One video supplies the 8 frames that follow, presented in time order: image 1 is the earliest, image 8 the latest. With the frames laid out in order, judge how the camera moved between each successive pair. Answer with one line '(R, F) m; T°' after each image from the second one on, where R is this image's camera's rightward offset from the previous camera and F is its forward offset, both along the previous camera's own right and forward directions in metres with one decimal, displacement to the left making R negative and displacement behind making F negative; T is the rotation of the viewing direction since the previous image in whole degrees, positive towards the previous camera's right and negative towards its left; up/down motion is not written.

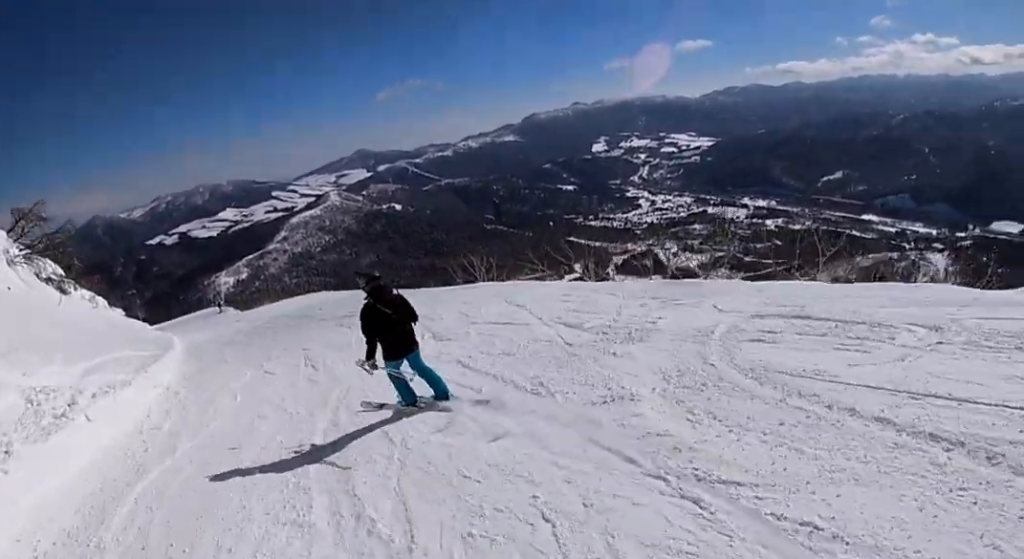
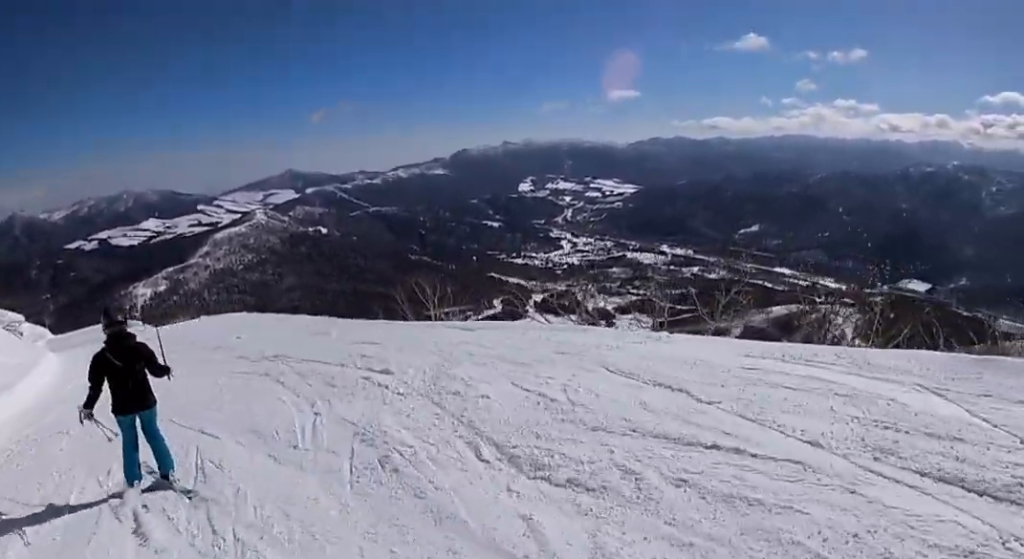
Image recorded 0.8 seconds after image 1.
(0.0, +6.8) m; -1°
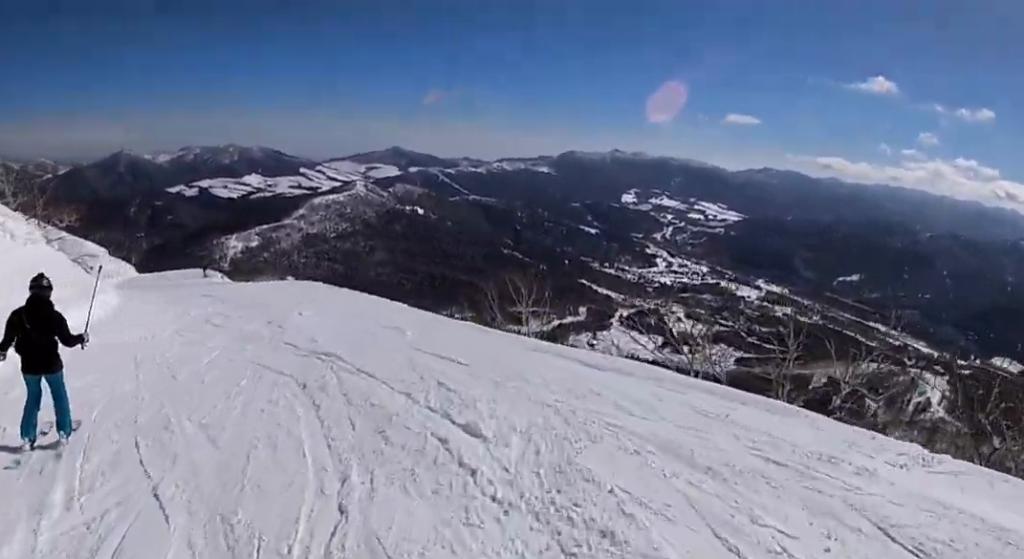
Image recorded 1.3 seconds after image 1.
(0.0, +3.4) m; 0°
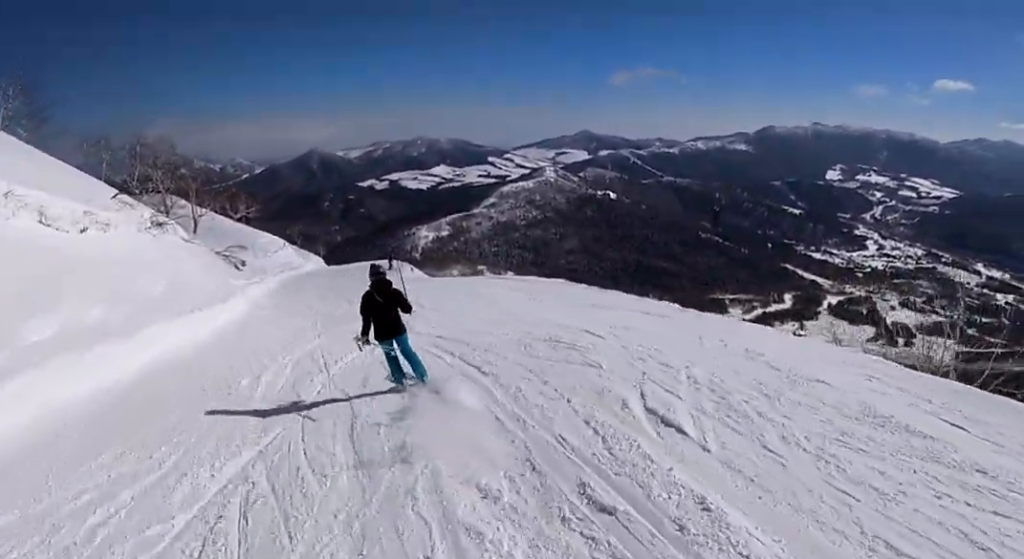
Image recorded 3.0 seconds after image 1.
(-2.1, +14.1) m; -9°
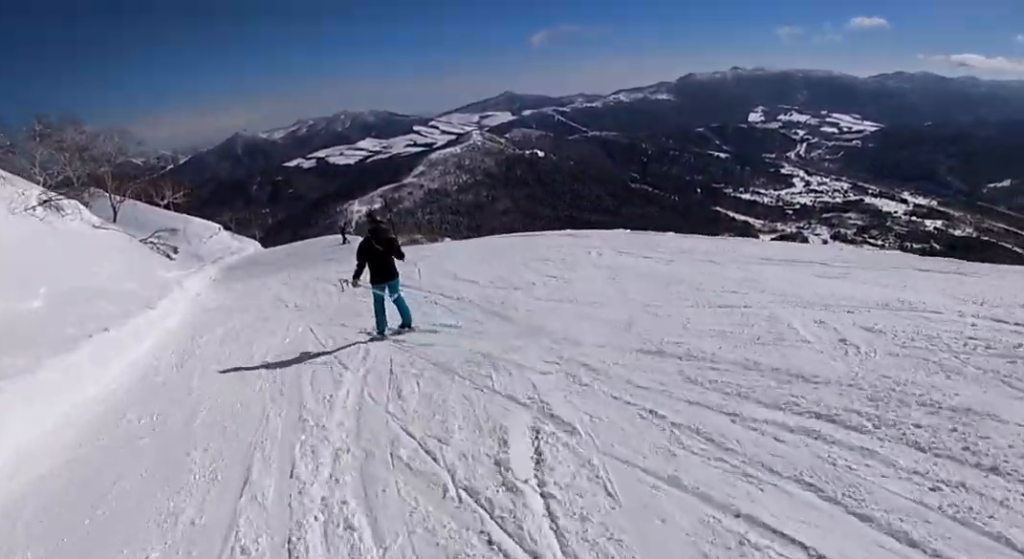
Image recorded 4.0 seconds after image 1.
(+0.6, +7.3) m; +7°
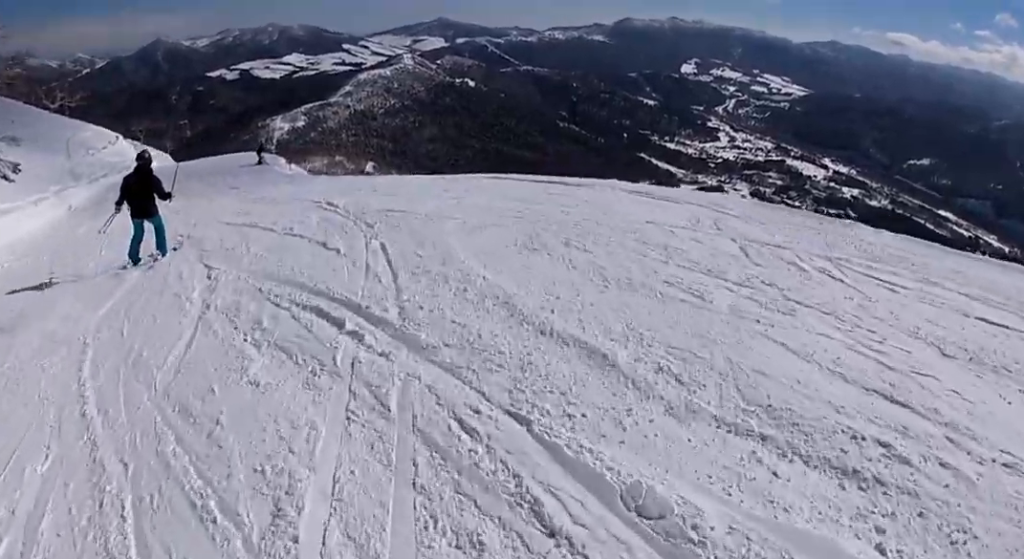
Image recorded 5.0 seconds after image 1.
(+0.5, +8.4) m; -5°
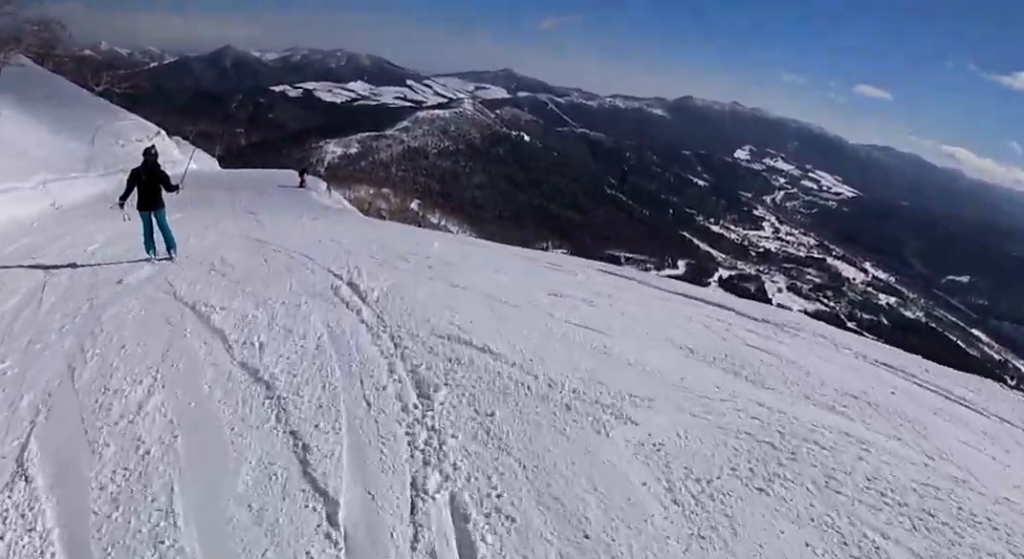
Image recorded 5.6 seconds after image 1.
(-0.4, +4.9) m; -6°
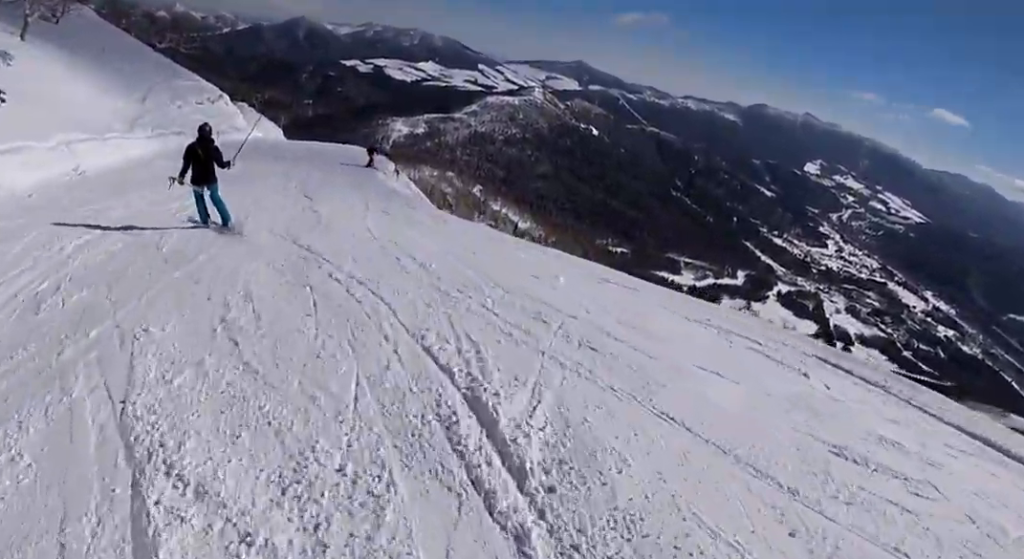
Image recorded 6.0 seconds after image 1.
(-0.5, +3.5) m; -4°
